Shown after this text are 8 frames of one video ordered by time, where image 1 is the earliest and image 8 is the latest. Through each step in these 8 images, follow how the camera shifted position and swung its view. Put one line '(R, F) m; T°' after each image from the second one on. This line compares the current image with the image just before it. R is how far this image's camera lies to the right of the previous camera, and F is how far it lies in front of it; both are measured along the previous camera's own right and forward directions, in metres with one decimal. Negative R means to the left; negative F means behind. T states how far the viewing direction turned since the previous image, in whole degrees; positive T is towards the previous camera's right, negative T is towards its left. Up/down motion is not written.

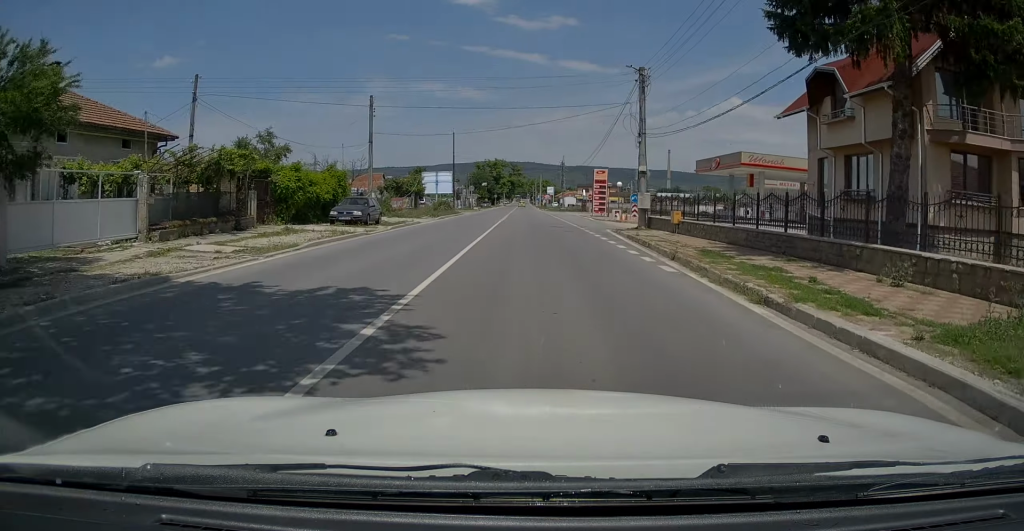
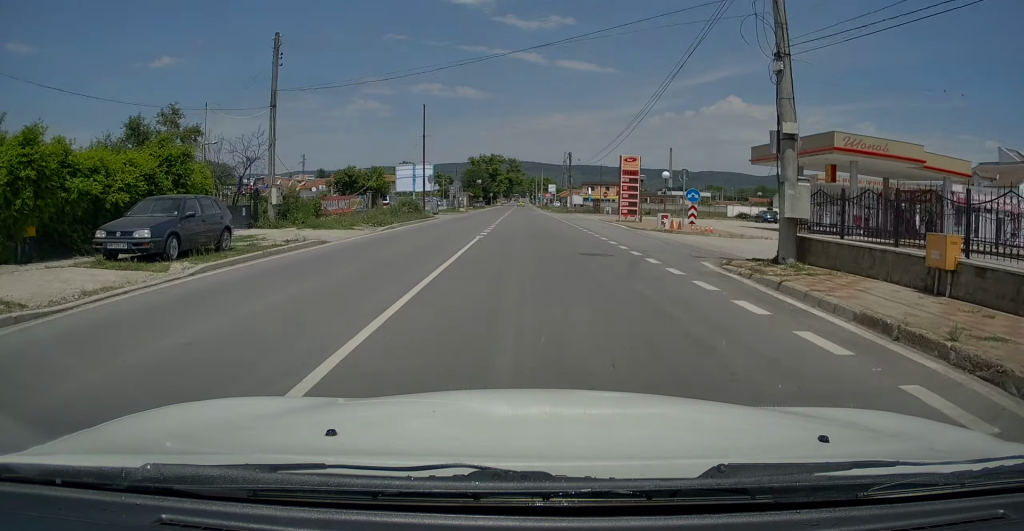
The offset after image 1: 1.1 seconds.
(0.0, +16.1) m; 0°
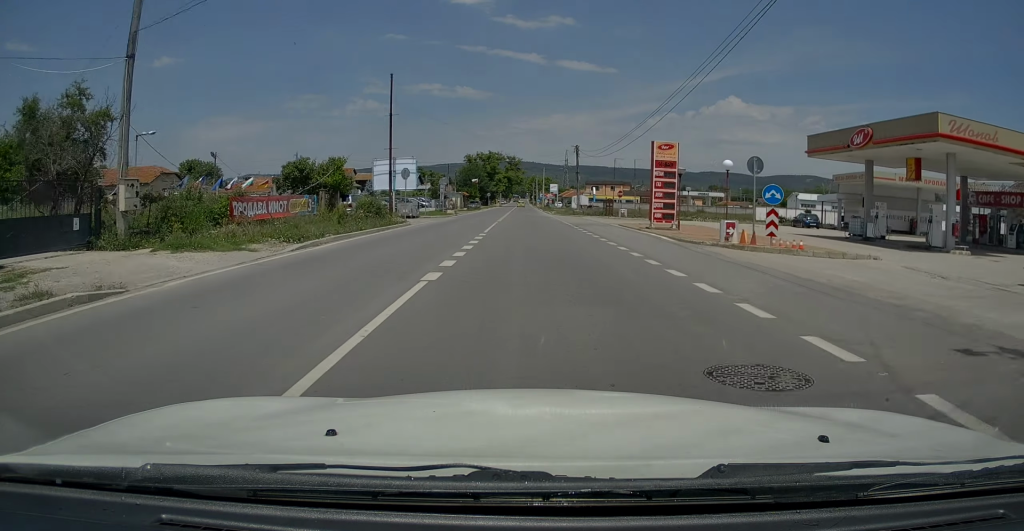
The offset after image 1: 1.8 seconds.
(0.0, +10.0) m; 0°
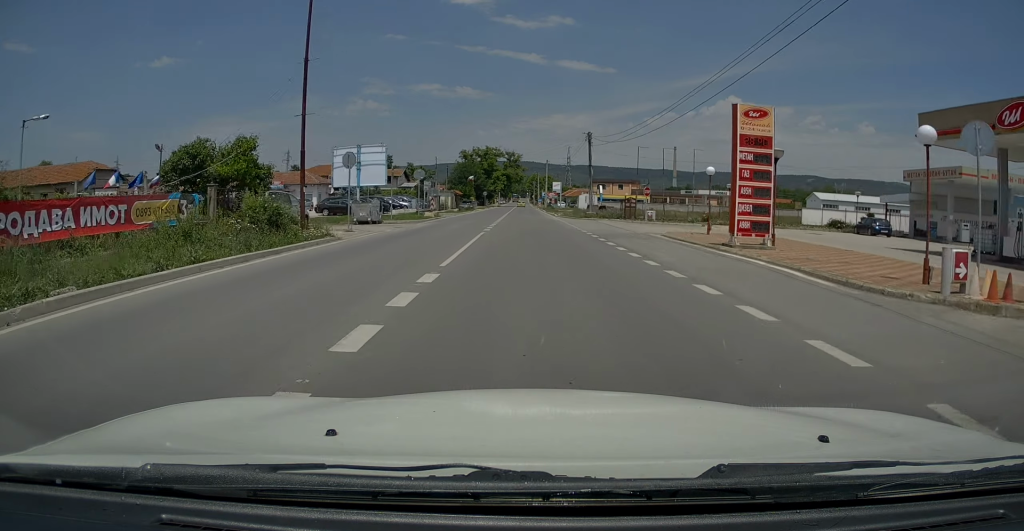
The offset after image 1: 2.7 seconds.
(-0.1, +11.9) m; +1°
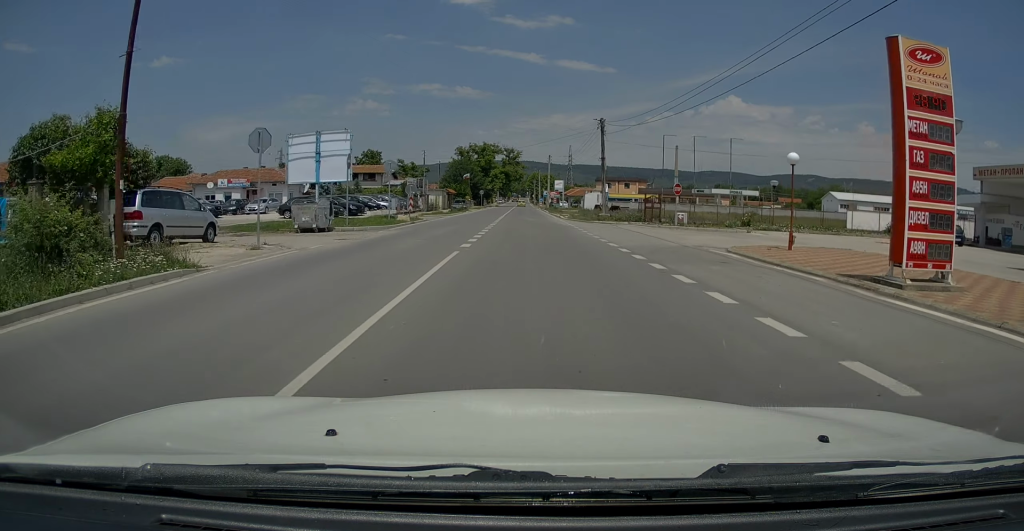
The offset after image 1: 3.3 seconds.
(+0.2, +8.6) m; 0°
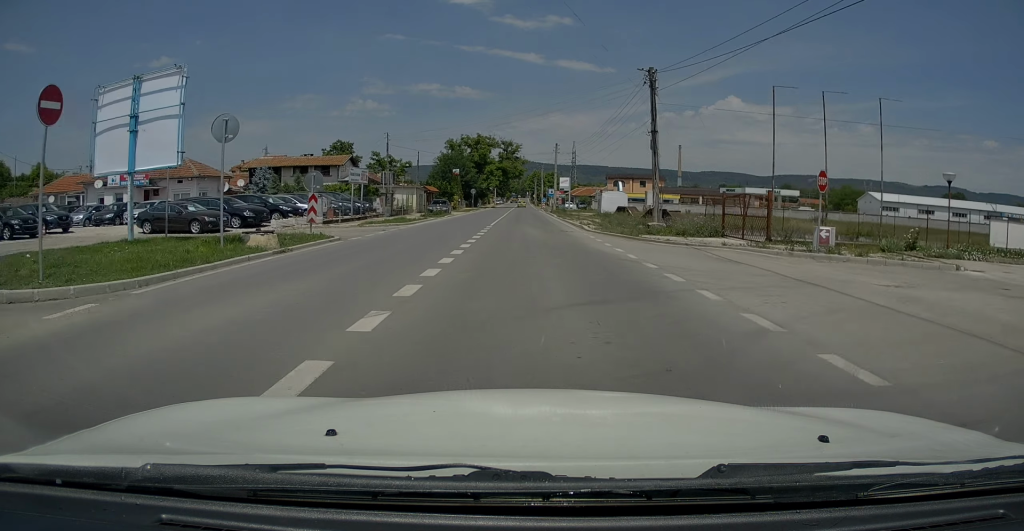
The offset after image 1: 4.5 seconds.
(-0.1, +17.4) m; 0°
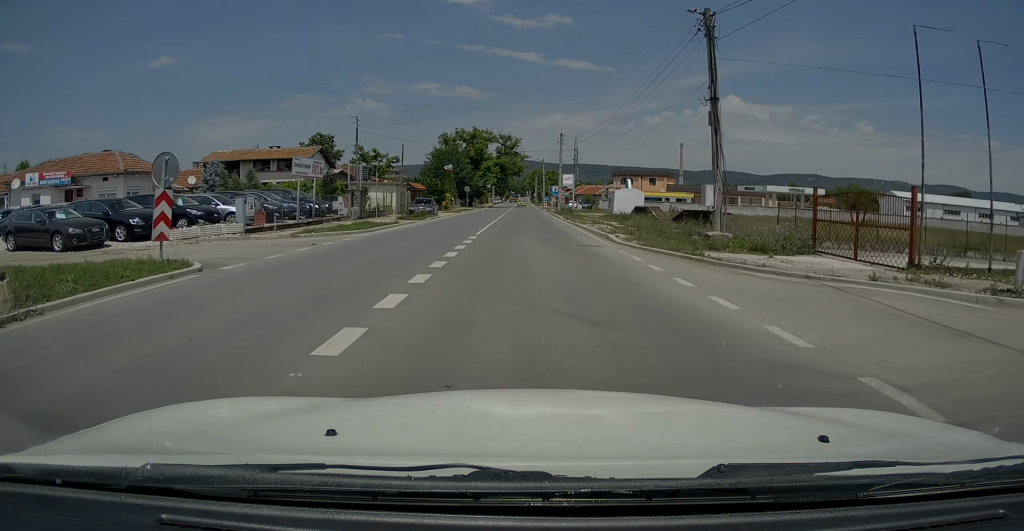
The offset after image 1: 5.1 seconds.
(0.0, +8.7) m; 0°
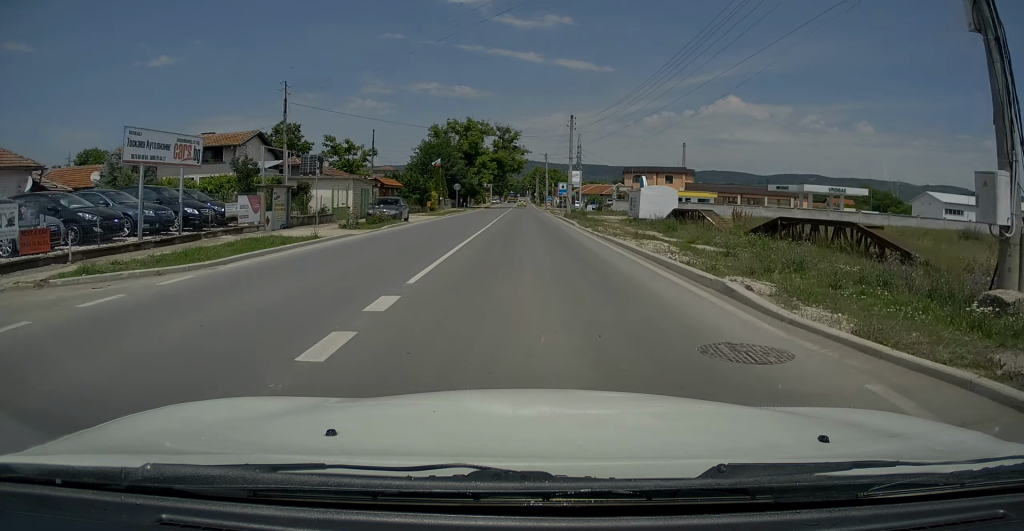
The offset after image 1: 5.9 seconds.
(0.0, +12.0) m; 0°
